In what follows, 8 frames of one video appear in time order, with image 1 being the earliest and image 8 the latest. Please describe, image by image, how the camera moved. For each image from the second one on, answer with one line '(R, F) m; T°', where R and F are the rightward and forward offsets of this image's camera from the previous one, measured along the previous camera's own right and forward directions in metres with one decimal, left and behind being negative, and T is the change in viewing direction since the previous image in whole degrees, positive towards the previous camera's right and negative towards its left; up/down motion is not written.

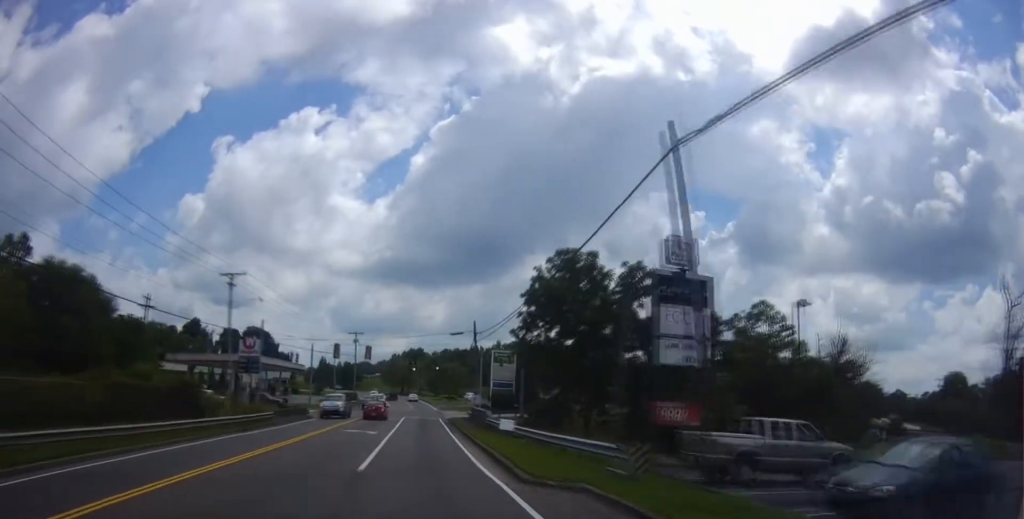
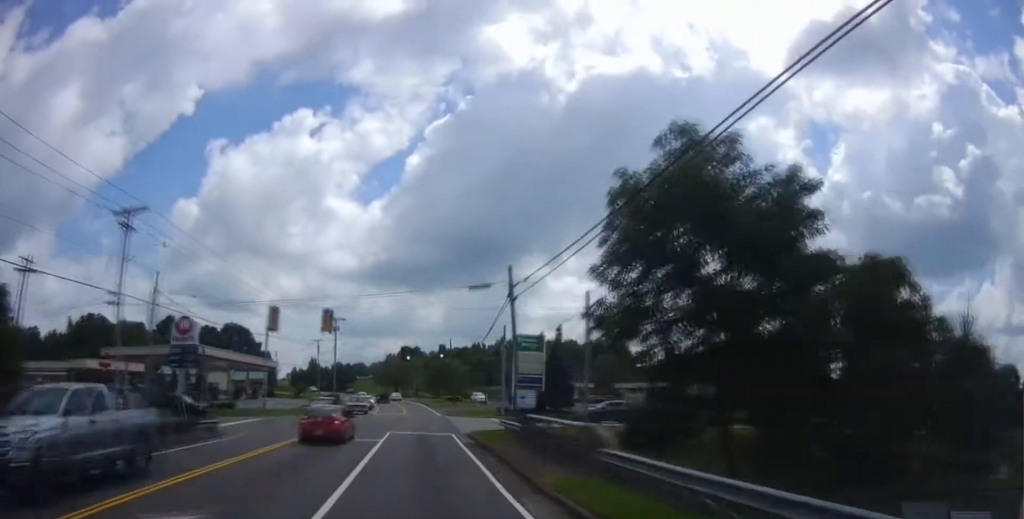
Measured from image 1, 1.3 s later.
(+0.1, +23.1) m; 0°
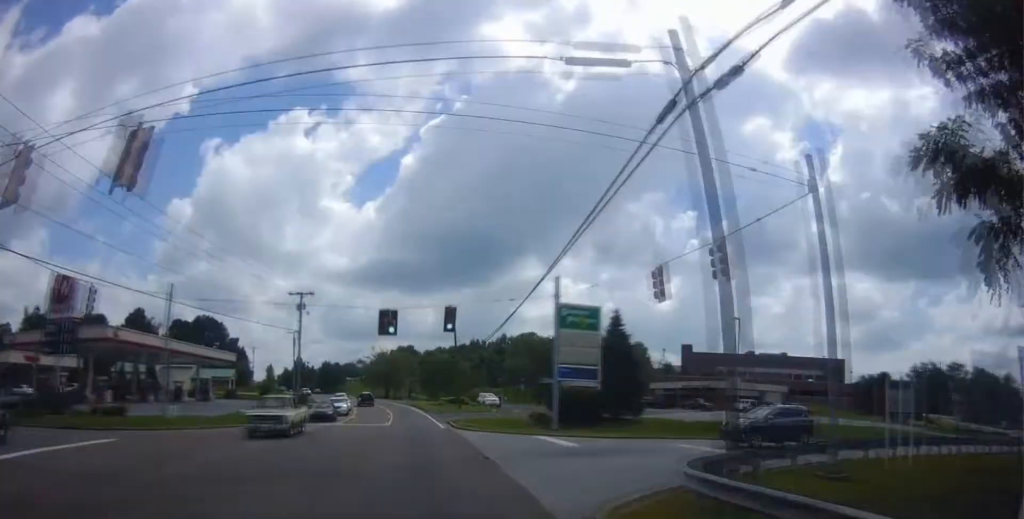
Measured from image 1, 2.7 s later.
(0.0, +23.1) m; 0°
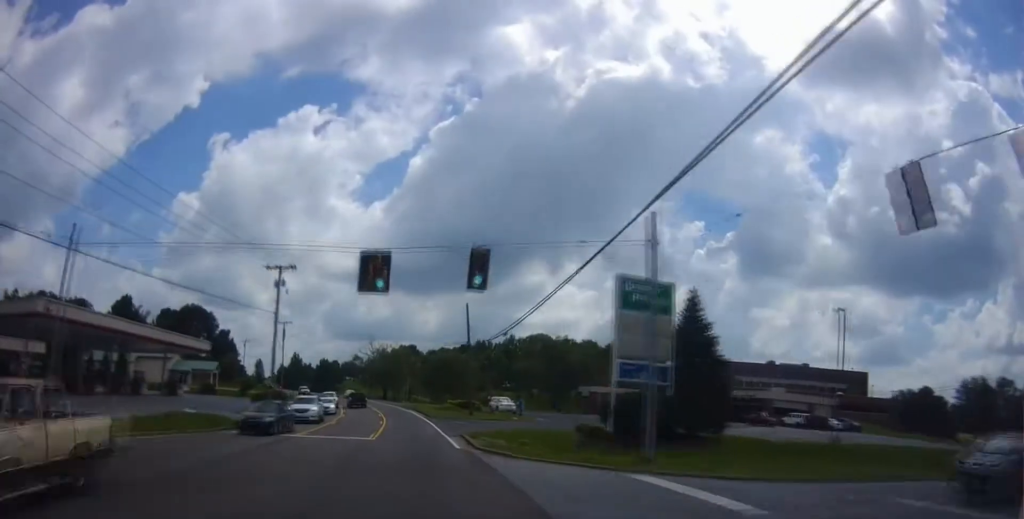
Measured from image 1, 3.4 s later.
(0.0, +12.7) m; -1°
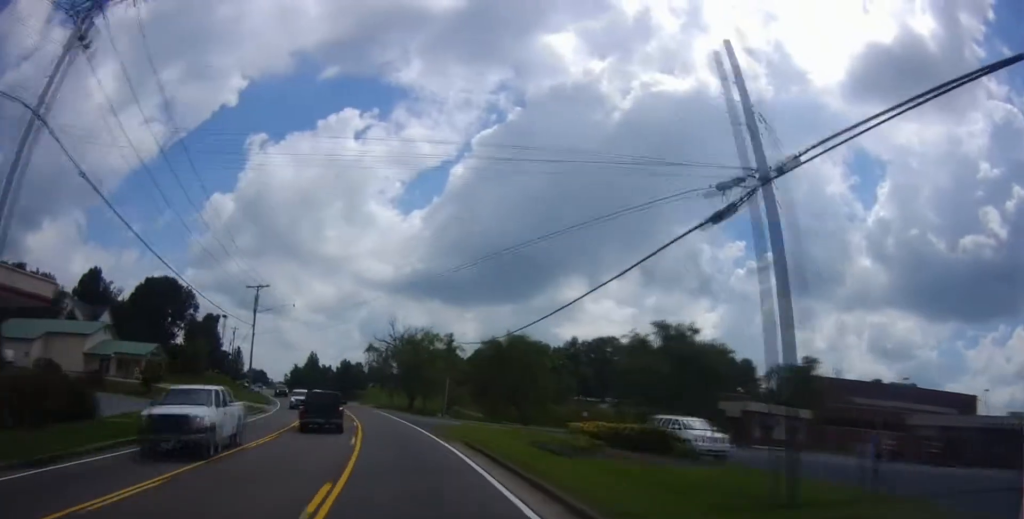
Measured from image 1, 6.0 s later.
(-0.9, +41.3) m; -6°
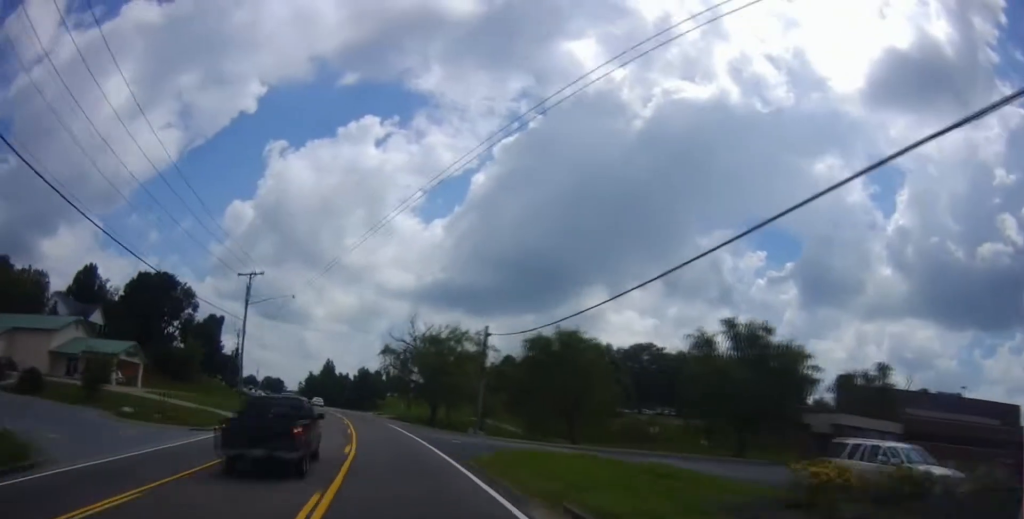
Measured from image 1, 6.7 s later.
(-0.7, +13.5) m; -2°
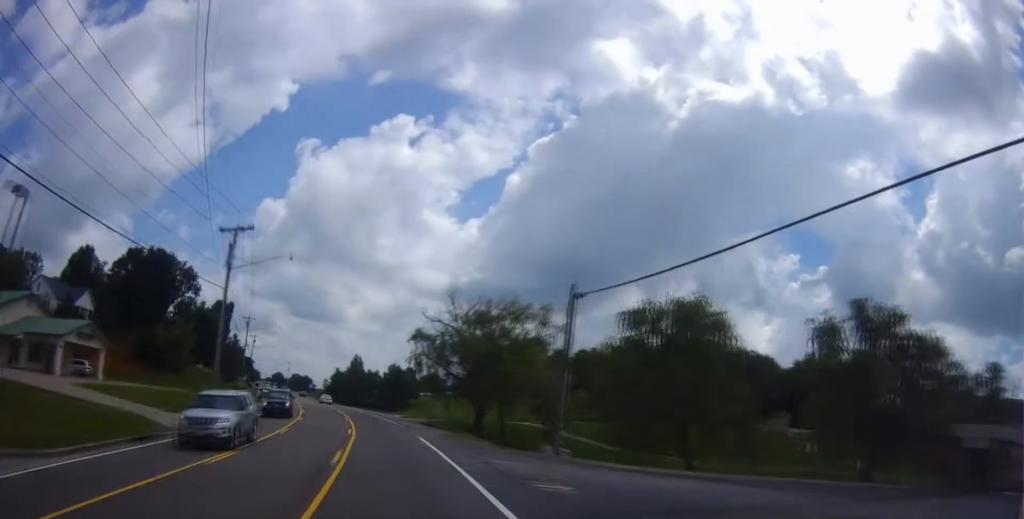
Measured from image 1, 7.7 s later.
(-0.4, +17.7) m; -3°
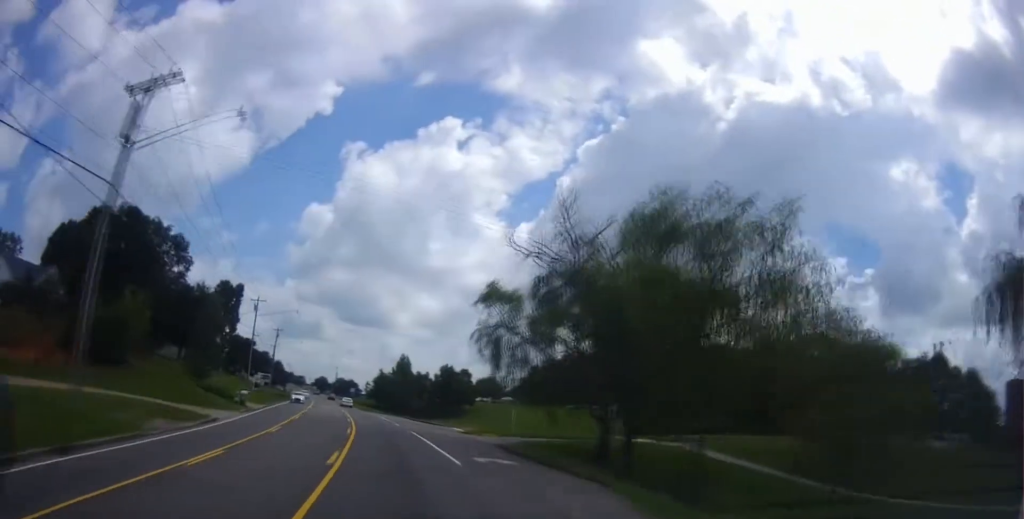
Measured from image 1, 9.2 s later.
(-0.6, +29.7) m; +8°
